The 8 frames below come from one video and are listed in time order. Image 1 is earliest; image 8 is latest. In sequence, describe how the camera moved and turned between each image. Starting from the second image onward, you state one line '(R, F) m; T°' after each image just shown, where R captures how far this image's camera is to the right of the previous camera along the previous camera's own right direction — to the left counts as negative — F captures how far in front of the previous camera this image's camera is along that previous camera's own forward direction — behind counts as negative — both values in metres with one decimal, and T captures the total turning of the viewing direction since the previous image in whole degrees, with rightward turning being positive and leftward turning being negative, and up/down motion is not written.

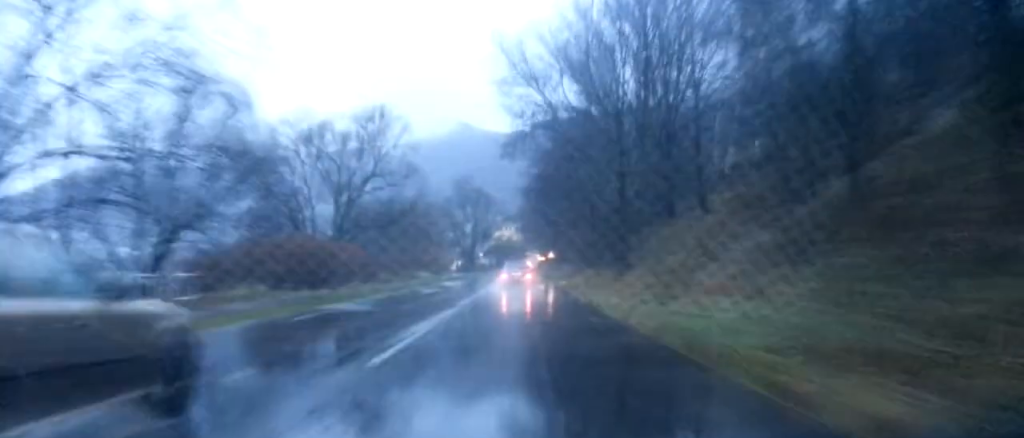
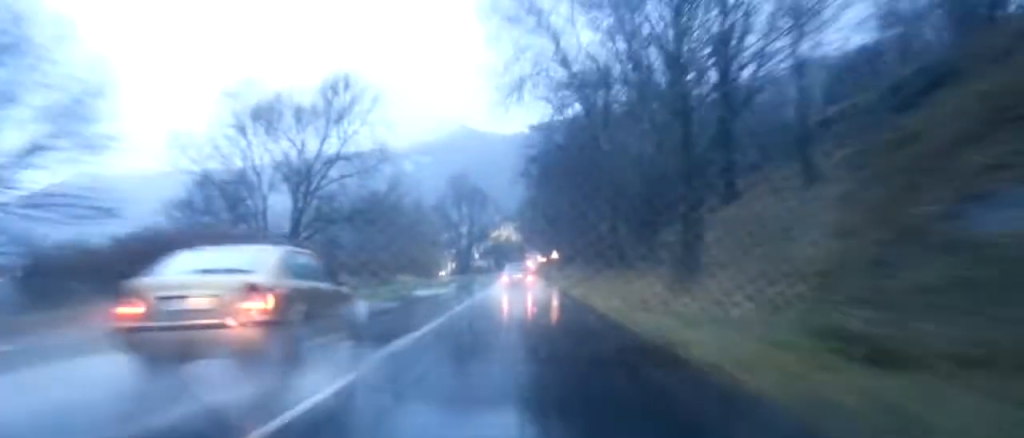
(-0.2, +13.9) m; 0°
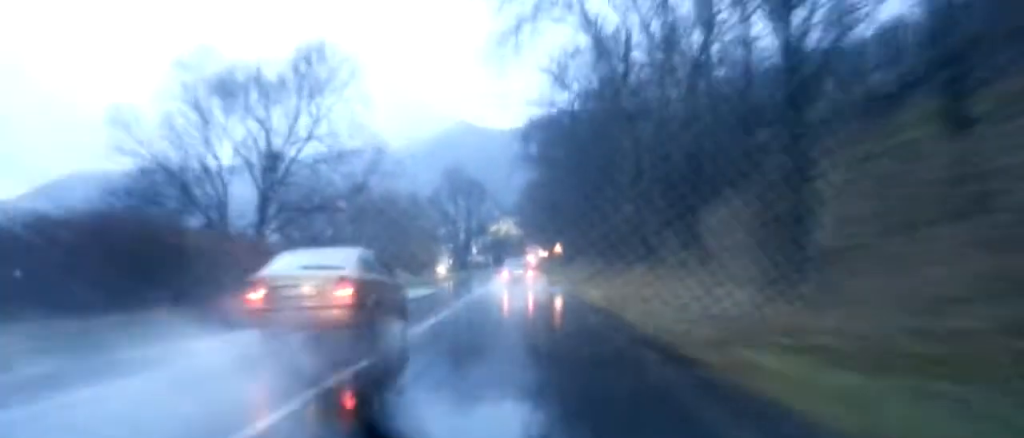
(0.0, +8.1) m; 0°
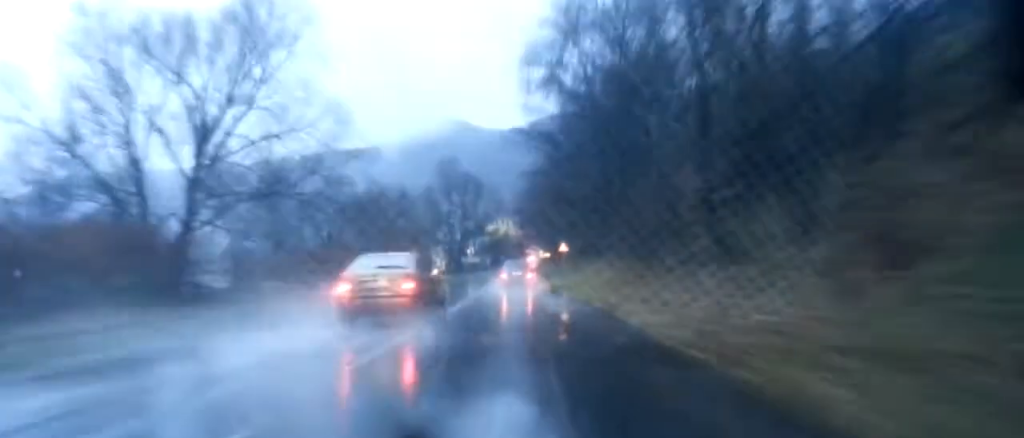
(+0.1, +11.7) m; +1°
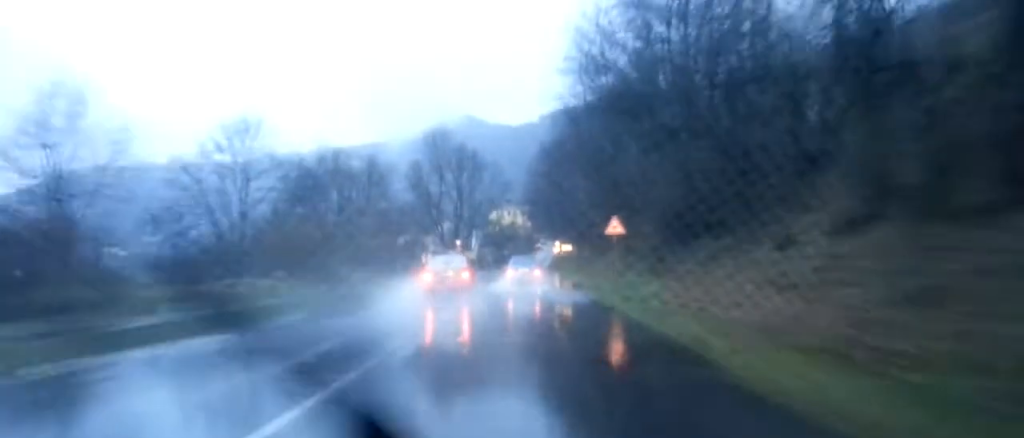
(+0.3, +34.5) m; 0°
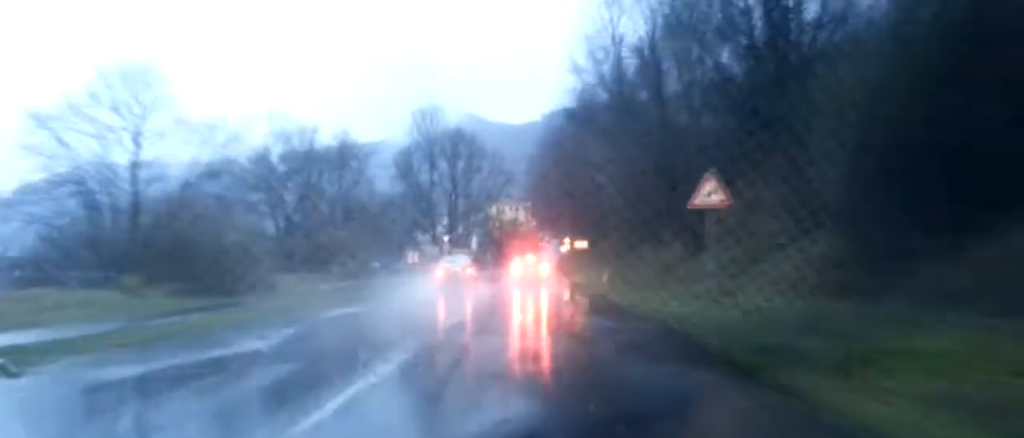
(-0.2, +17.8) m; 0°
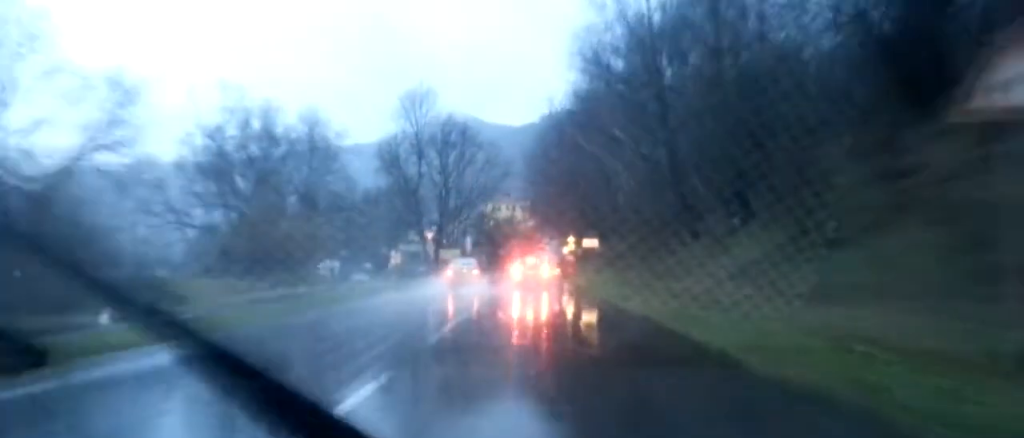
(+0.1, +11.5) m; 0°
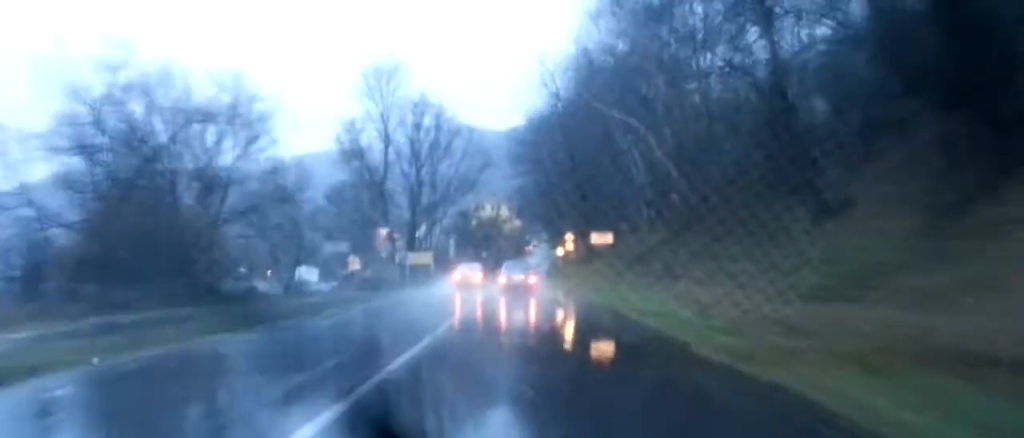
(+0.1, +15.8) m; +1°
